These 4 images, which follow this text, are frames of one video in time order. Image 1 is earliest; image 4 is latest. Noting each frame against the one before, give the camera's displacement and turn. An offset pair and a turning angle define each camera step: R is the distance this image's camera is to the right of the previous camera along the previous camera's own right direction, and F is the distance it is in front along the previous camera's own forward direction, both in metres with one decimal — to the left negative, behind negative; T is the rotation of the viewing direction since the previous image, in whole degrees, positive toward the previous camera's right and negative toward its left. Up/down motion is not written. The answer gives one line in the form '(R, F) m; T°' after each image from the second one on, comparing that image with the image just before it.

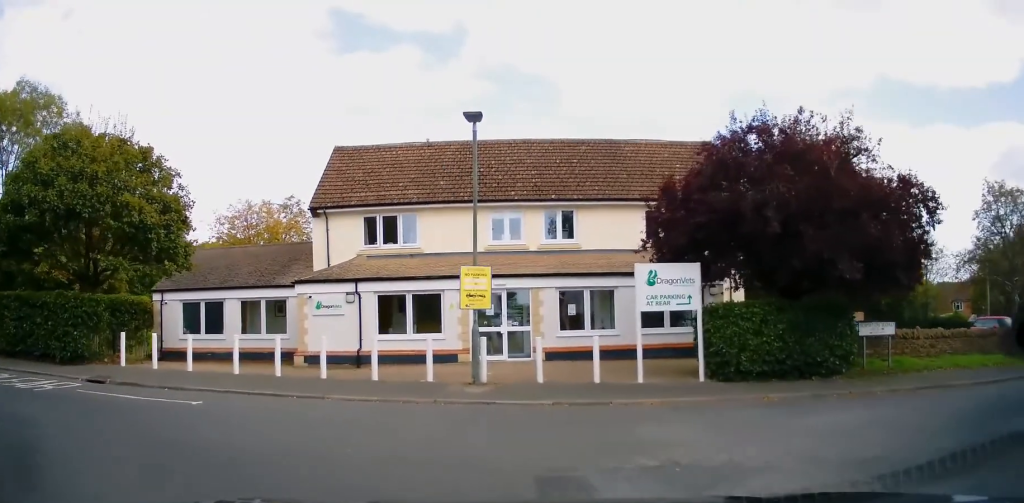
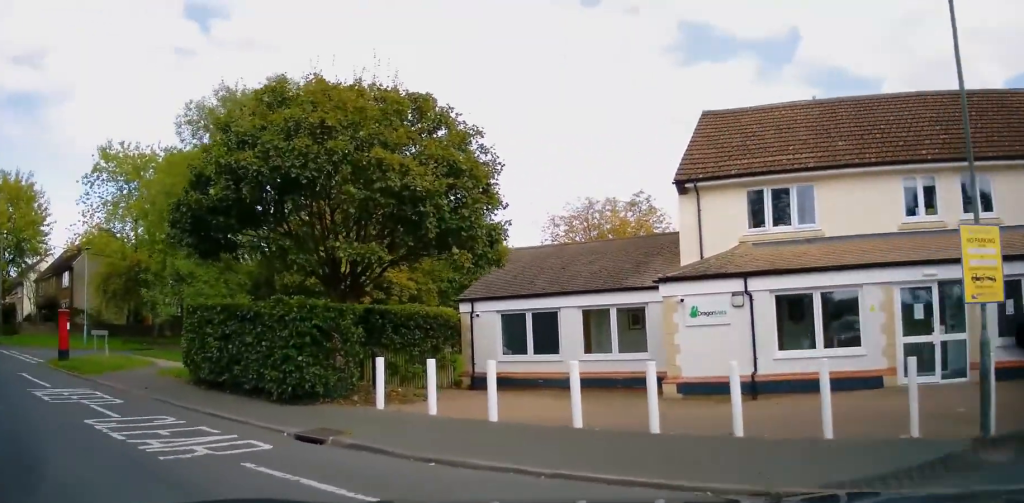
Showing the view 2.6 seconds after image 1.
(-1.5, +6.4) m; -36°
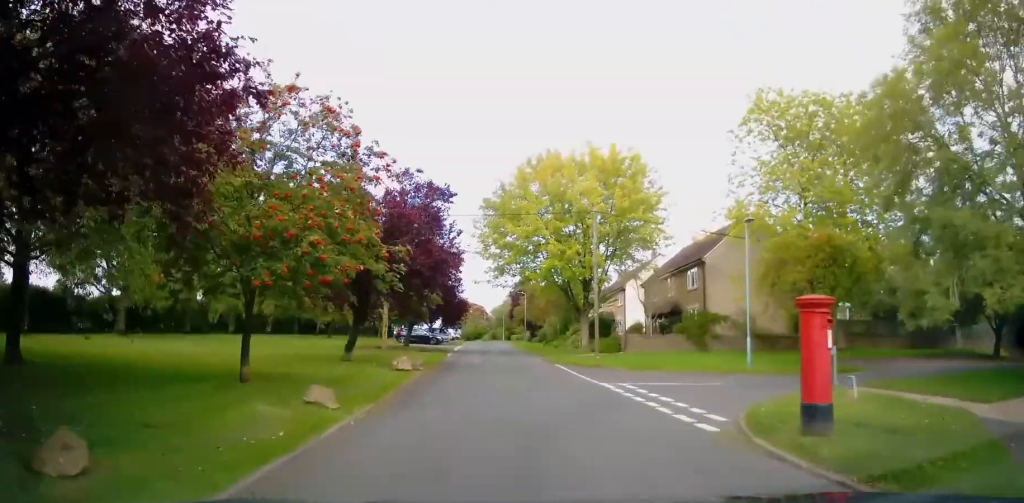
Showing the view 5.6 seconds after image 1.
(-7.0, +7.7) m; -53°
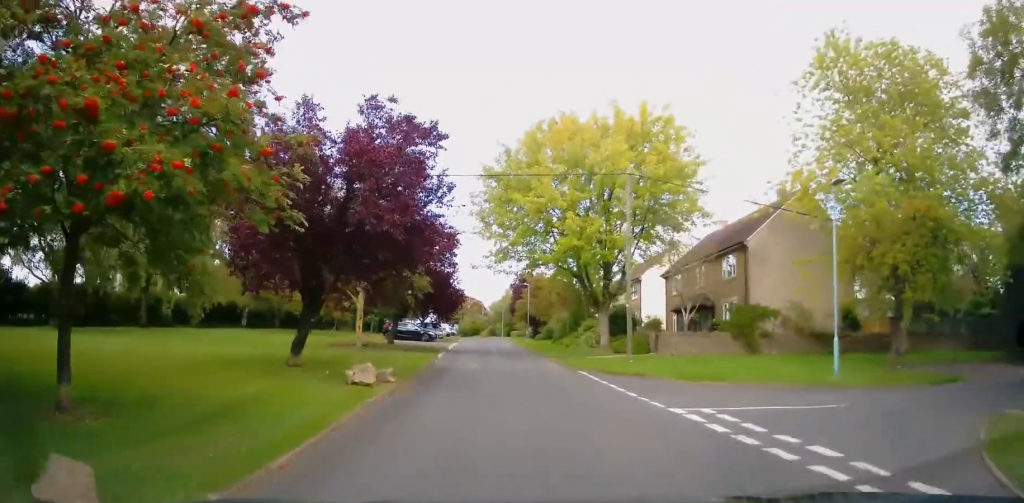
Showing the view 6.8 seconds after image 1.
(+0.2, +5.7) m; 0°
